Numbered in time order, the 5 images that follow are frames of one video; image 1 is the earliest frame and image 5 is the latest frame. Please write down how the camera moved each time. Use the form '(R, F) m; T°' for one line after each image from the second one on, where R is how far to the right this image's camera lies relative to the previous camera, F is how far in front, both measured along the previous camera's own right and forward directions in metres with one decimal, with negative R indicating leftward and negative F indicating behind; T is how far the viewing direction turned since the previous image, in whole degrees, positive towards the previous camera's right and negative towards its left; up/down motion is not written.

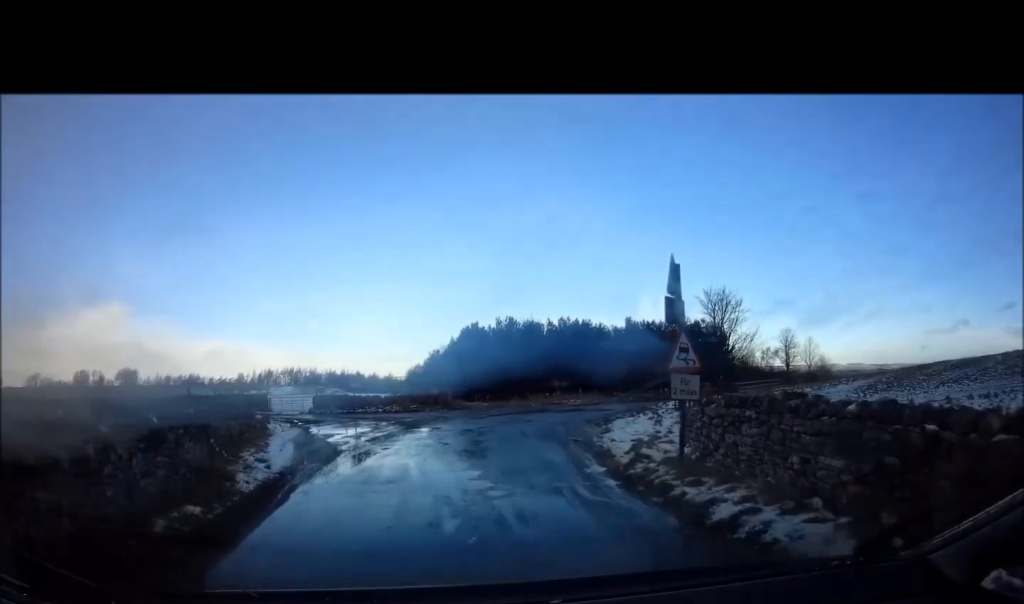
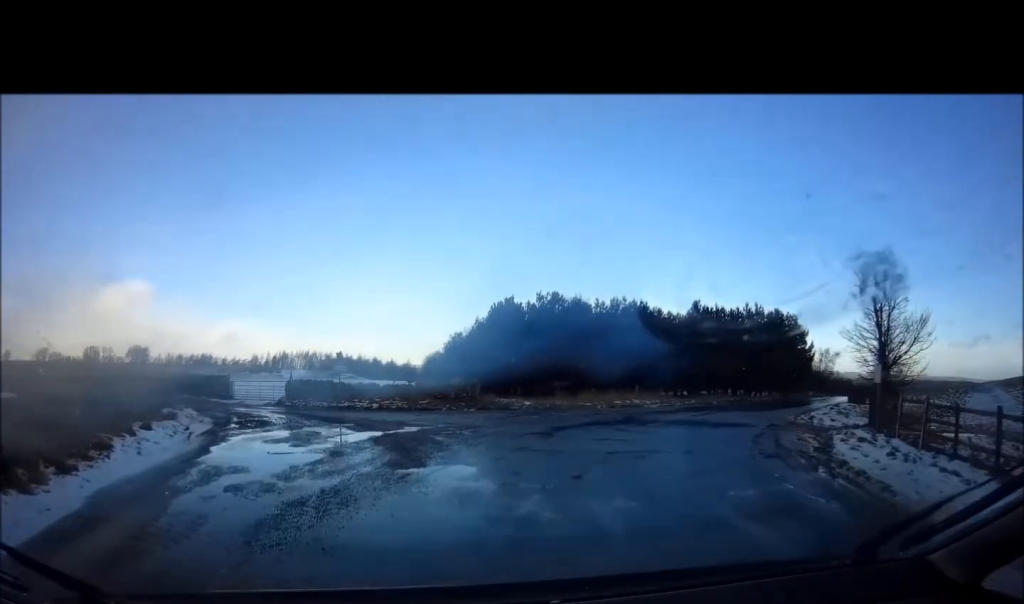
(-0.2, +15.1) m; -3°
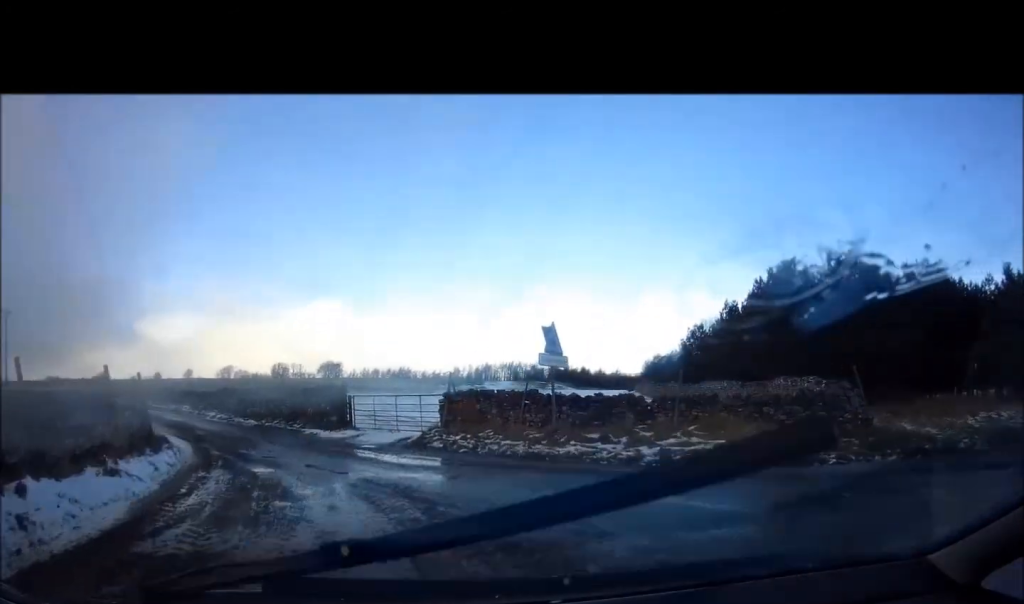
(-2.9, +17.7) m; -21°
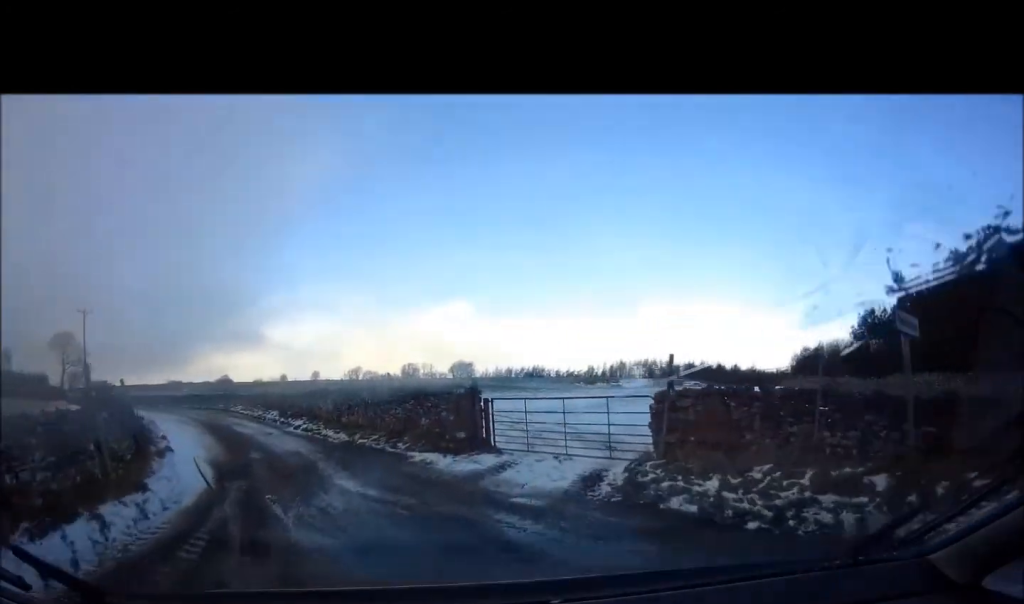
(-0.5, +7.3) m; -13°
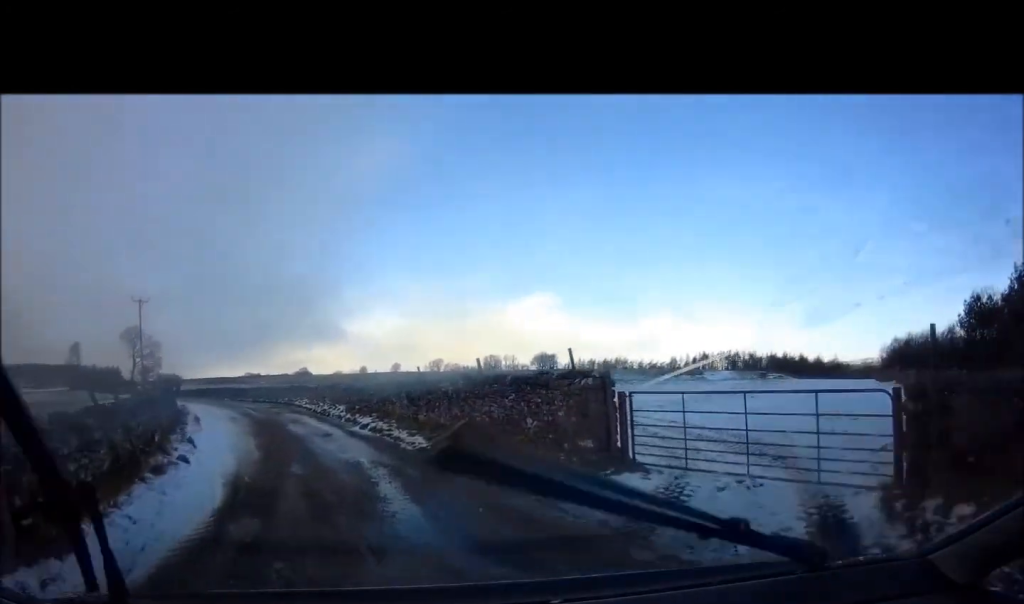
(-0.5, +3.5) m; -9°
